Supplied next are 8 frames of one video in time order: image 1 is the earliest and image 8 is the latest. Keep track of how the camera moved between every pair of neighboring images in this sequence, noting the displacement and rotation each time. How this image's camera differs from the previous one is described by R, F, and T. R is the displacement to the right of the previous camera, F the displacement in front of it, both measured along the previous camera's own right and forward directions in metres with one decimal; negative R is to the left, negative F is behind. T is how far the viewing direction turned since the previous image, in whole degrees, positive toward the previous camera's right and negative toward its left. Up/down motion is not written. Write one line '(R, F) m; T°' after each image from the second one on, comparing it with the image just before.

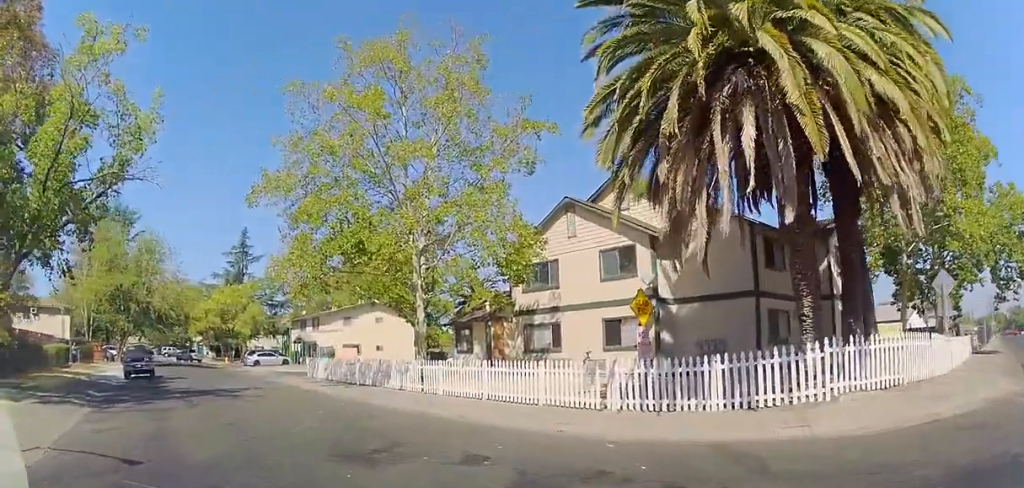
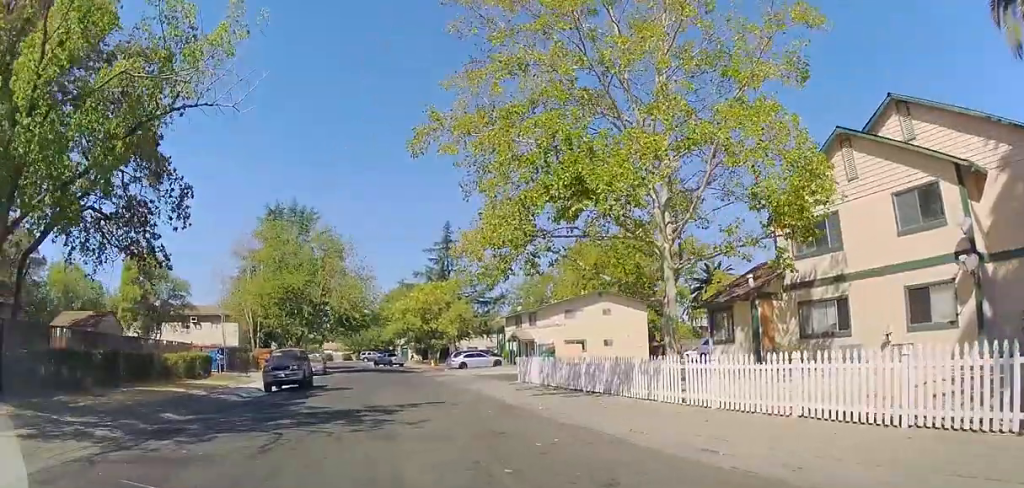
(-1.6, +6.0) m; -33°
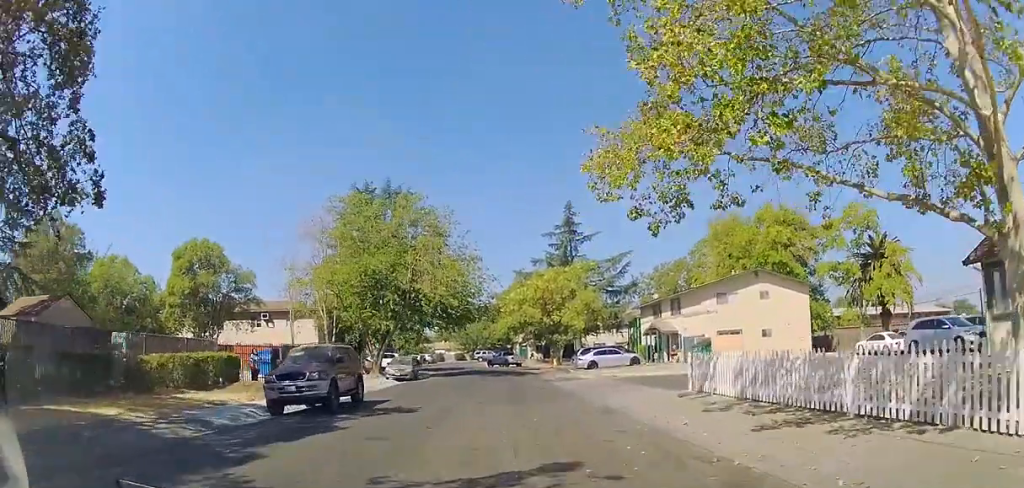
(-2.0, +9.3) m; -14°
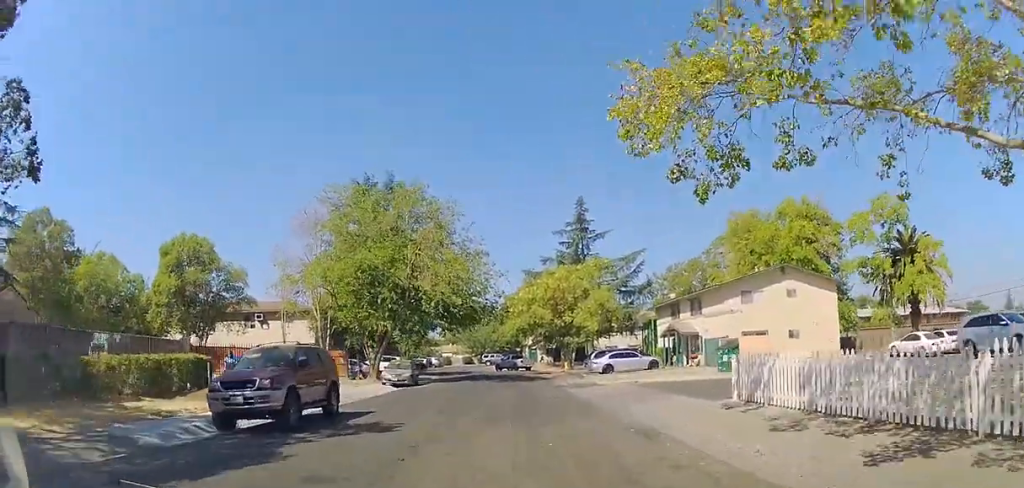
(+0.2, +3.0) m; 0°
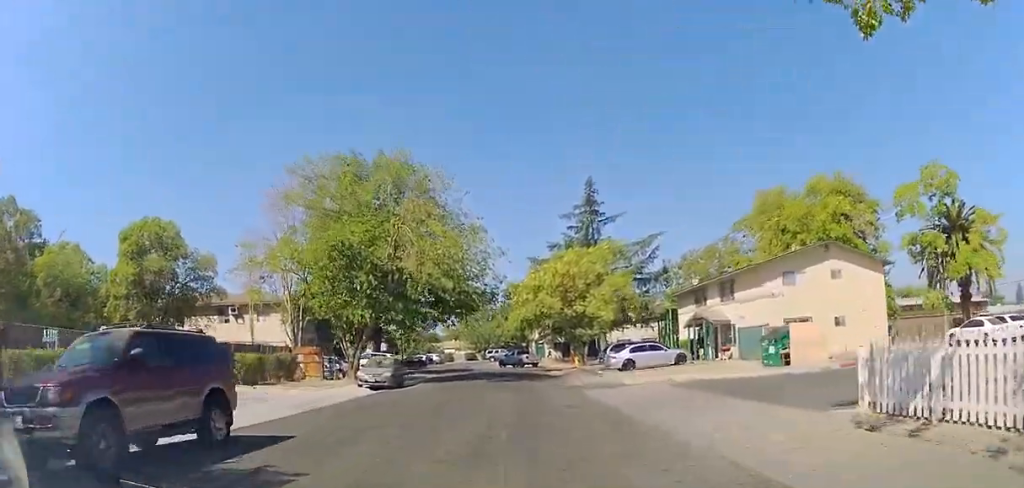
(-0.5, +5.5) m; -5°
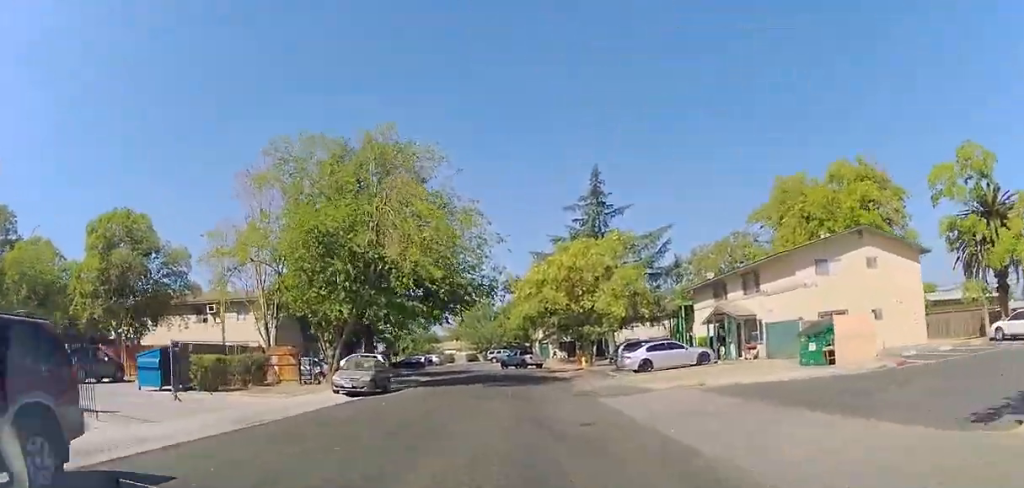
(0.0, +3.7) m; 0°
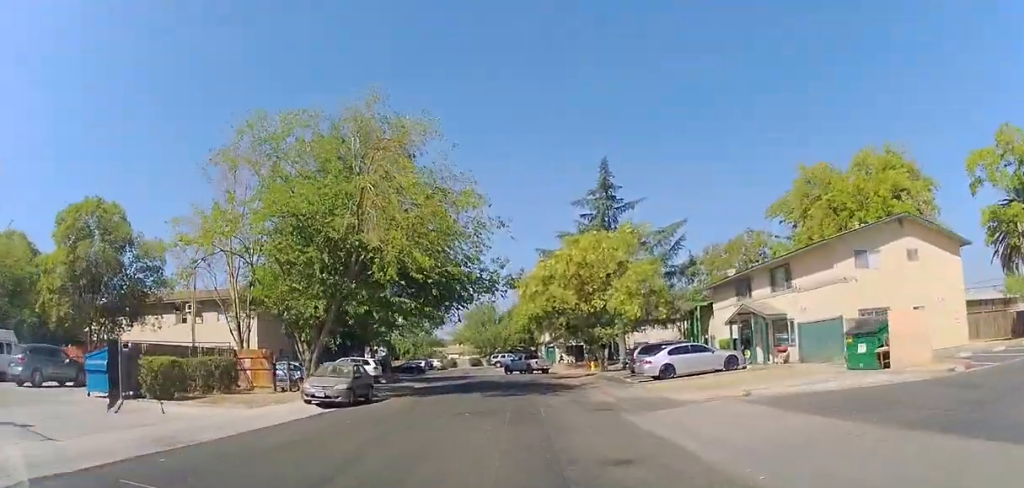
(0.0, +3.4) m; 0°
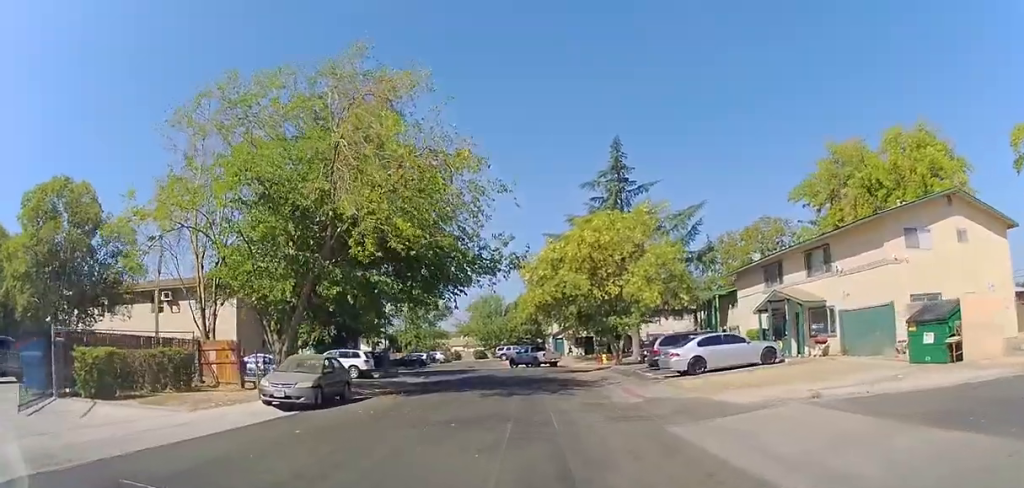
(0.0, +3.5) m; 0°
